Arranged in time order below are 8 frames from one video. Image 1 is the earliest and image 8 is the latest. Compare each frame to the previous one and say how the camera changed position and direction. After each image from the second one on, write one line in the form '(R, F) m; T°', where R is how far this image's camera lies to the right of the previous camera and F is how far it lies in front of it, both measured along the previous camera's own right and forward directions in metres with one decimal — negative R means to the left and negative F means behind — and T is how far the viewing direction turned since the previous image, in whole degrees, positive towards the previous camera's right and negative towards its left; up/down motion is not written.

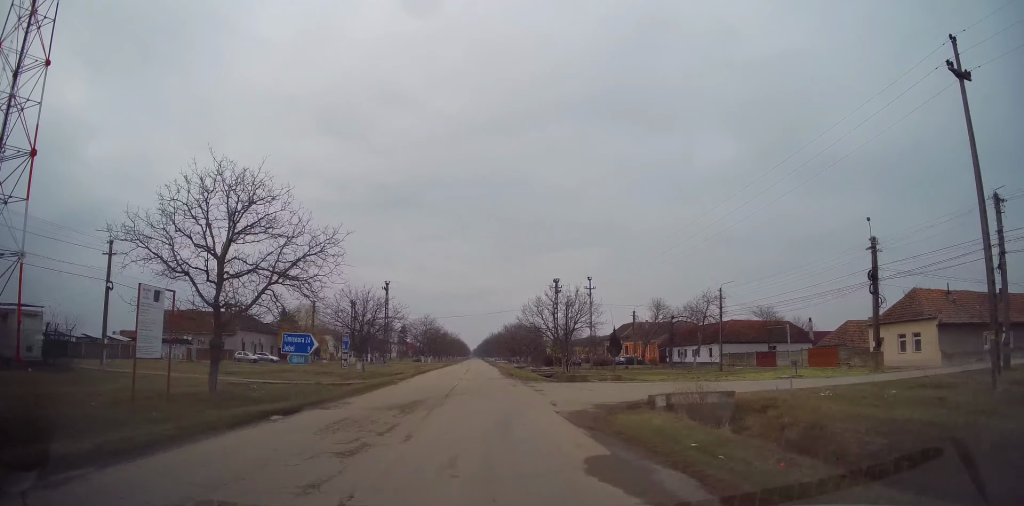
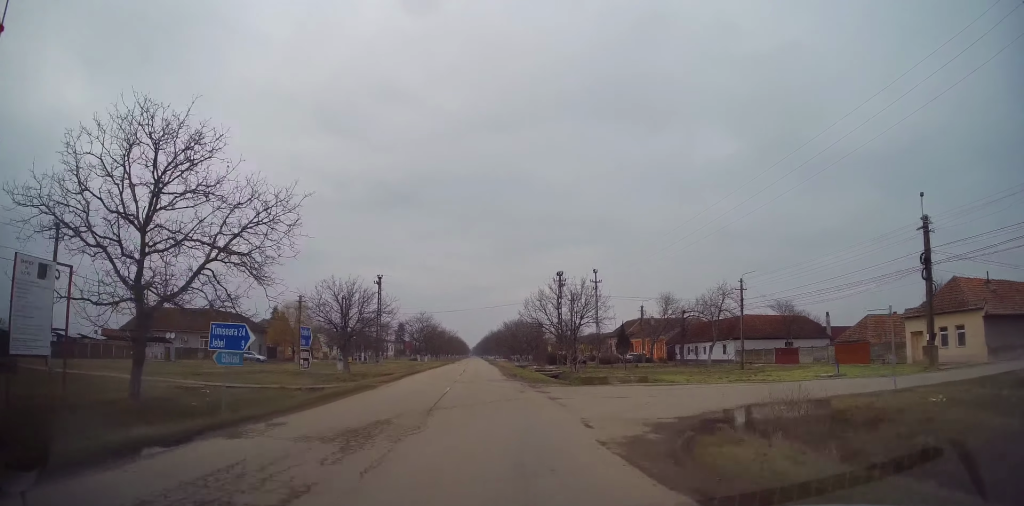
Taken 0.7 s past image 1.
(0.0, +5.3) m; +1°
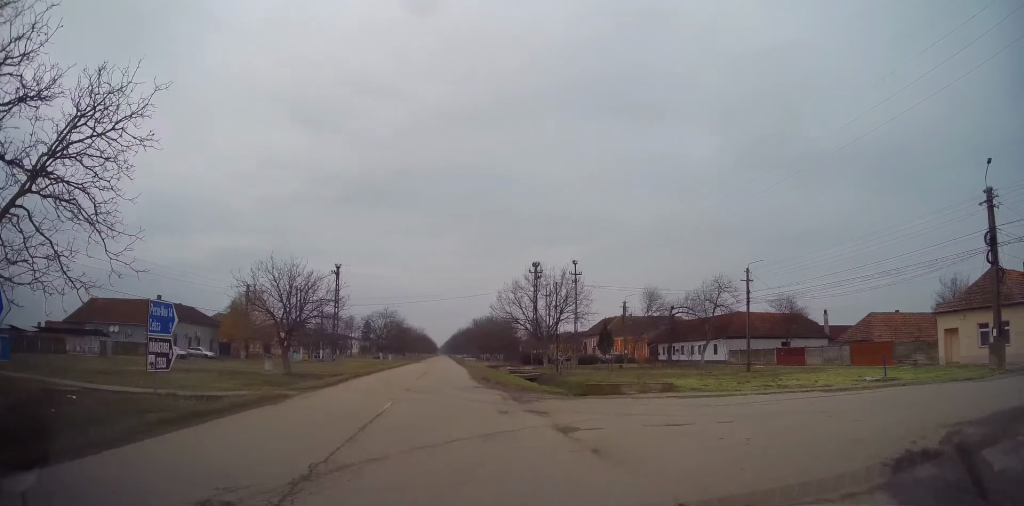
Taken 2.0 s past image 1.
(0.0, +7.8) m; +4°
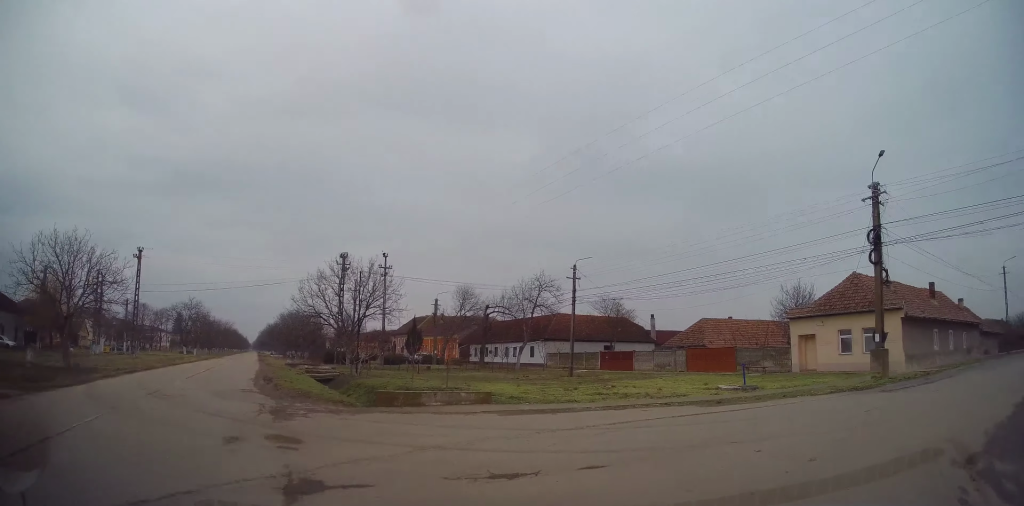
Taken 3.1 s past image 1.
(+0.4, +4.8) m; +18°
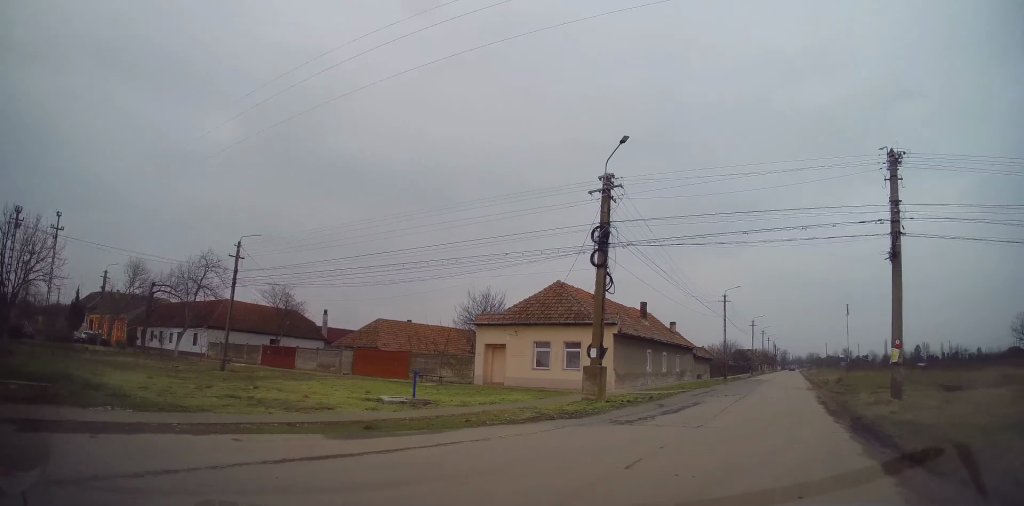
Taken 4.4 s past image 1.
(+1.4, +4.7) m; +38°
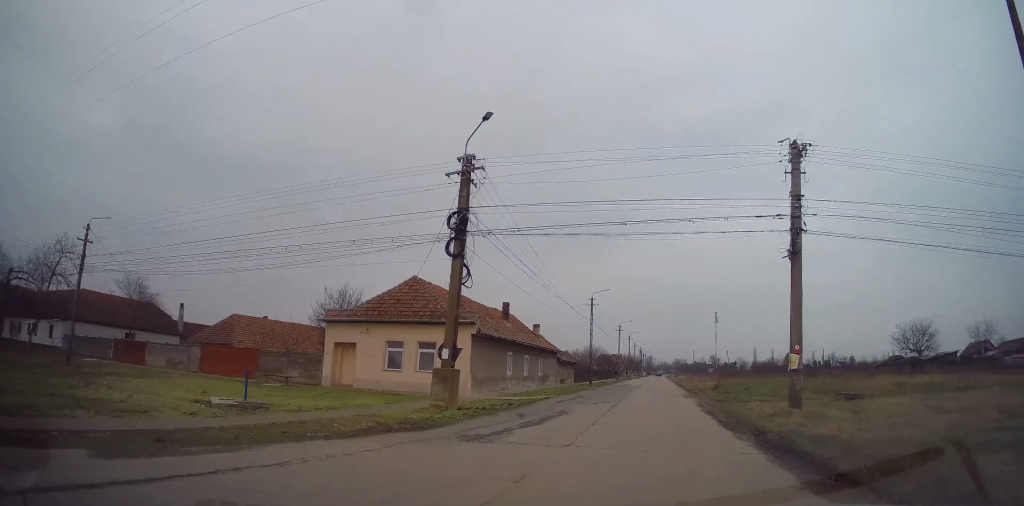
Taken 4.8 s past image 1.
(+0.3, +2.1) m; +10°
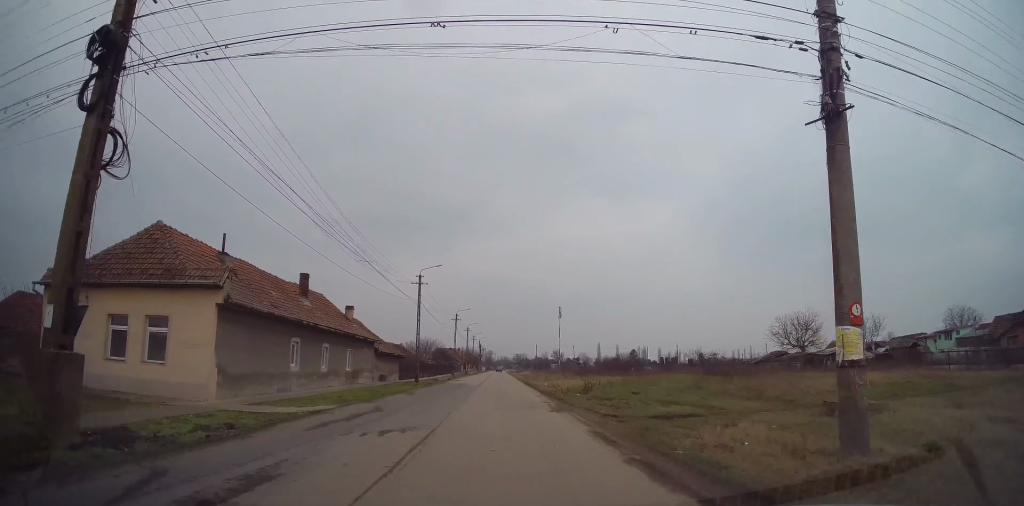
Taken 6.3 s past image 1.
(+1.5, +8.2) m; +16°
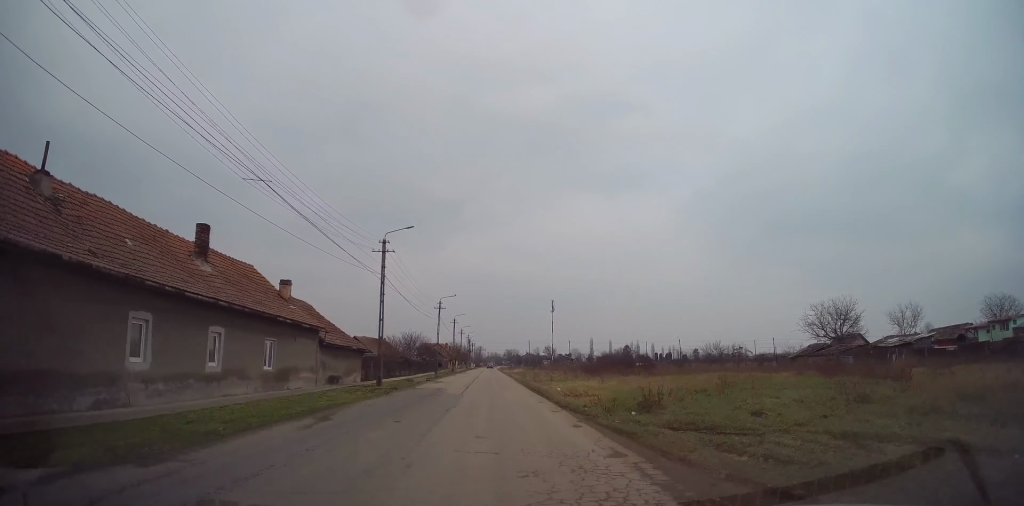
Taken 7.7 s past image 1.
(+0.8, +9.9) m; +3°
